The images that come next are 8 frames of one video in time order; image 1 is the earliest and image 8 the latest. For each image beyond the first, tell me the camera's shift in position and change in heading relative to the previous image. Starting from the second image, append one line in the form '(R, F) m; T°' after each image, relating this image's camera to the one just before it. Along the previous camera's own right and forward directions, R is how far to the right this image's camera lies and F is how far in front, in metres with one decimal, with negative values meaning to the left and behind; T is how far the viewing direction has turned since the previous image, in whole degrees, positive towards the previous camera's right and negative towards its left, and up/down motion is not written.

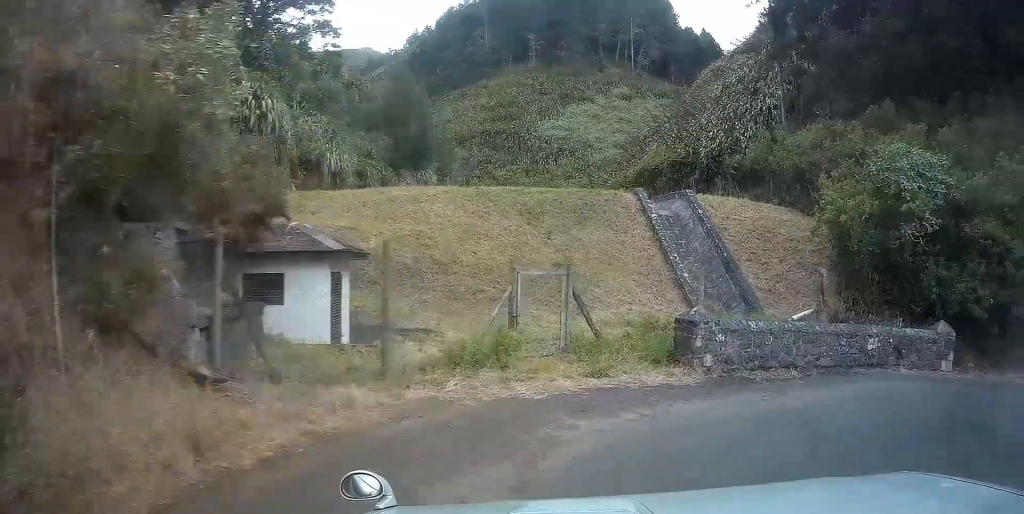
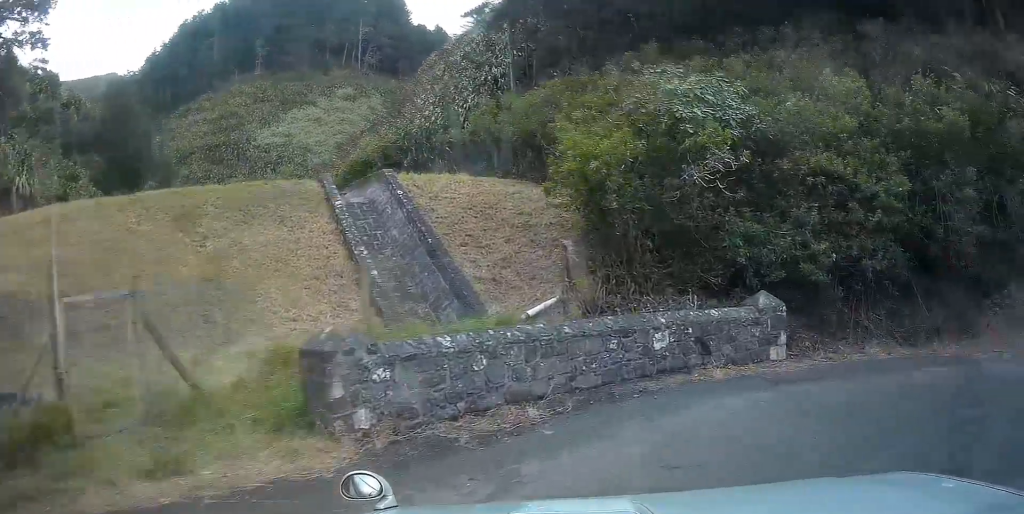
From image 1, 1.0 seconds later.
(+0.8, +4.5) m; +24°
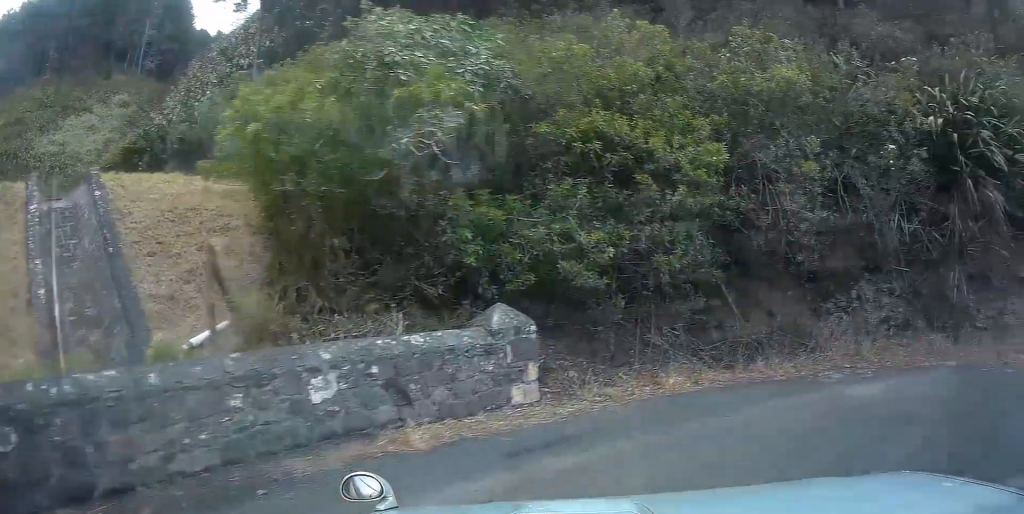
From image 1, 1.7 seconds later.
(+0.5, +2.9) m; +27°
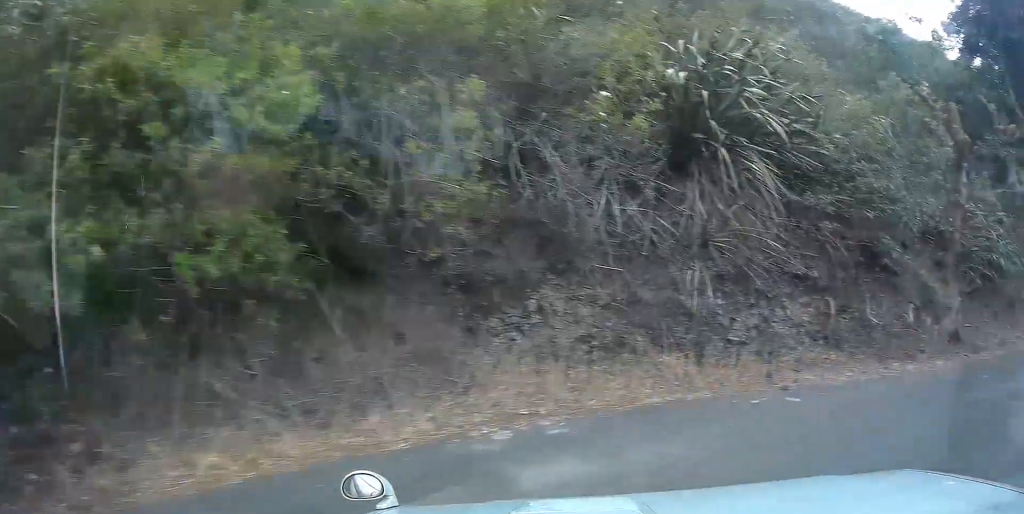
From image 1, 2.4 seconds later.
(-0.2, +3.0) m; +36°
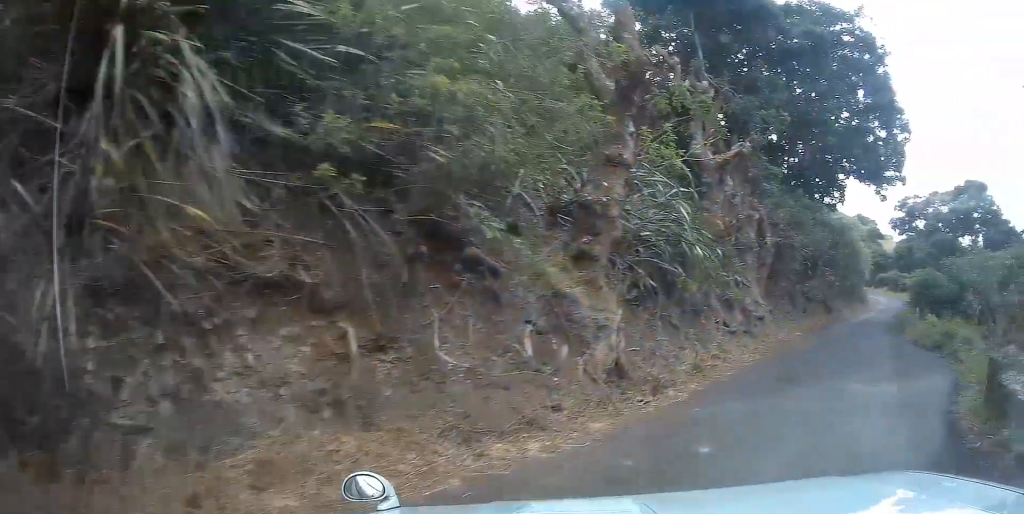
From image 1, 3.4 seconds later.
(+2.7, +3.6) m; +36°
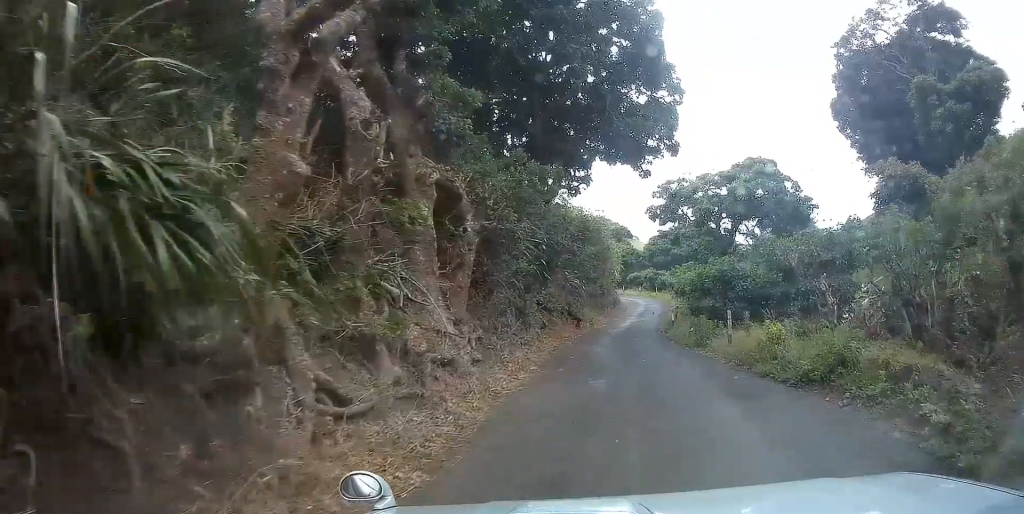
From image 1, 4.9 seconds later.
(+0.1, +7.5) m; +3°
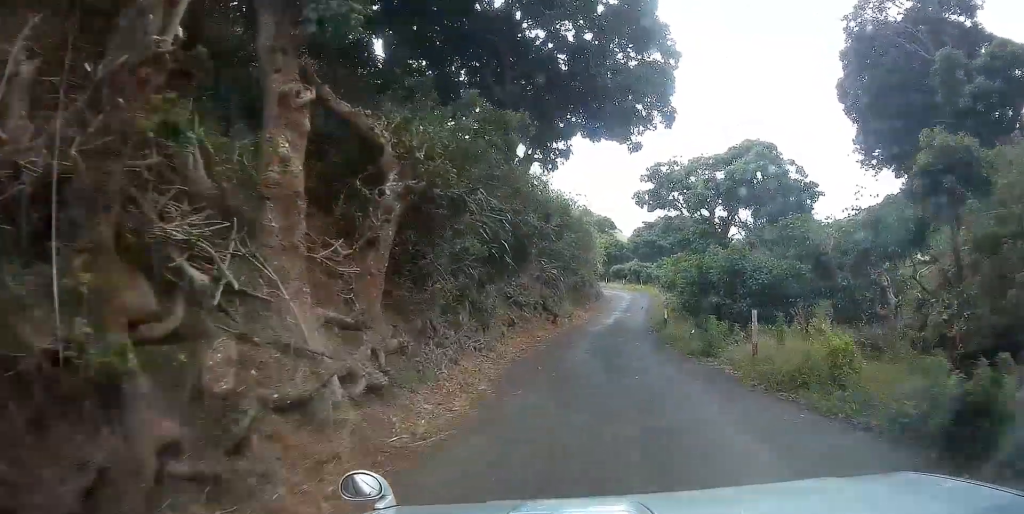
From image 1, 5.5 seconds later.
(0.0, +4.1) m; +3°
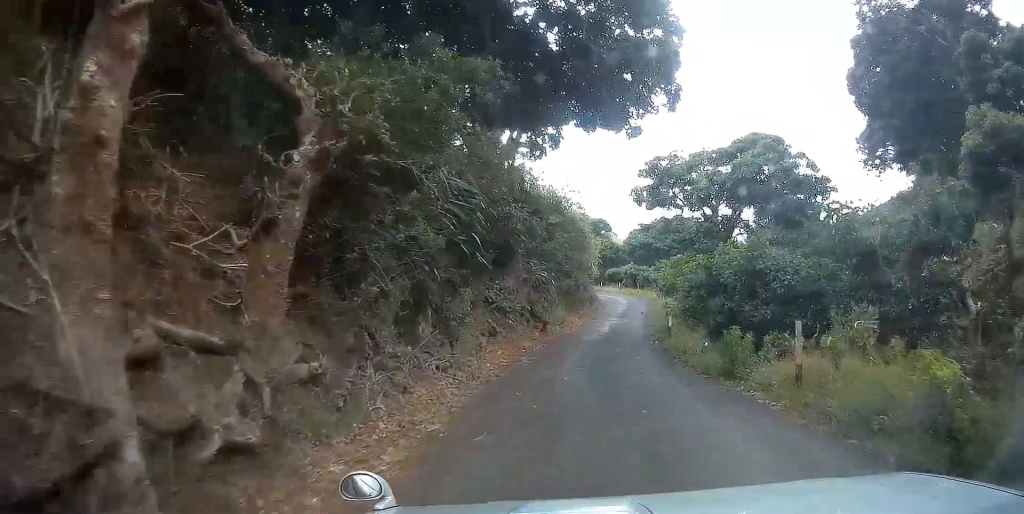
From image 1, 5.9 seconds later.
(+0.1, +2.9) m; +2°
